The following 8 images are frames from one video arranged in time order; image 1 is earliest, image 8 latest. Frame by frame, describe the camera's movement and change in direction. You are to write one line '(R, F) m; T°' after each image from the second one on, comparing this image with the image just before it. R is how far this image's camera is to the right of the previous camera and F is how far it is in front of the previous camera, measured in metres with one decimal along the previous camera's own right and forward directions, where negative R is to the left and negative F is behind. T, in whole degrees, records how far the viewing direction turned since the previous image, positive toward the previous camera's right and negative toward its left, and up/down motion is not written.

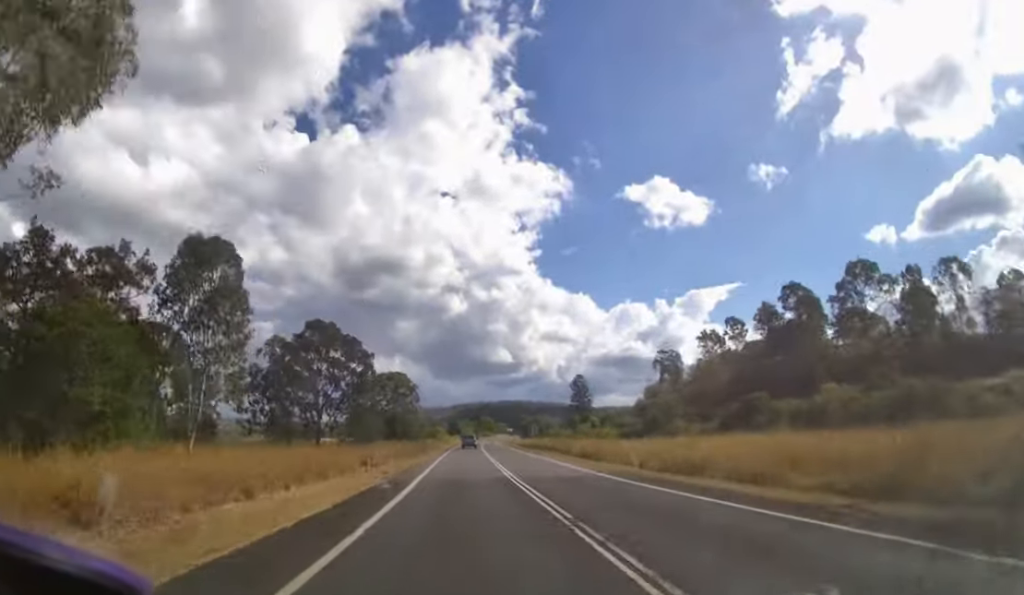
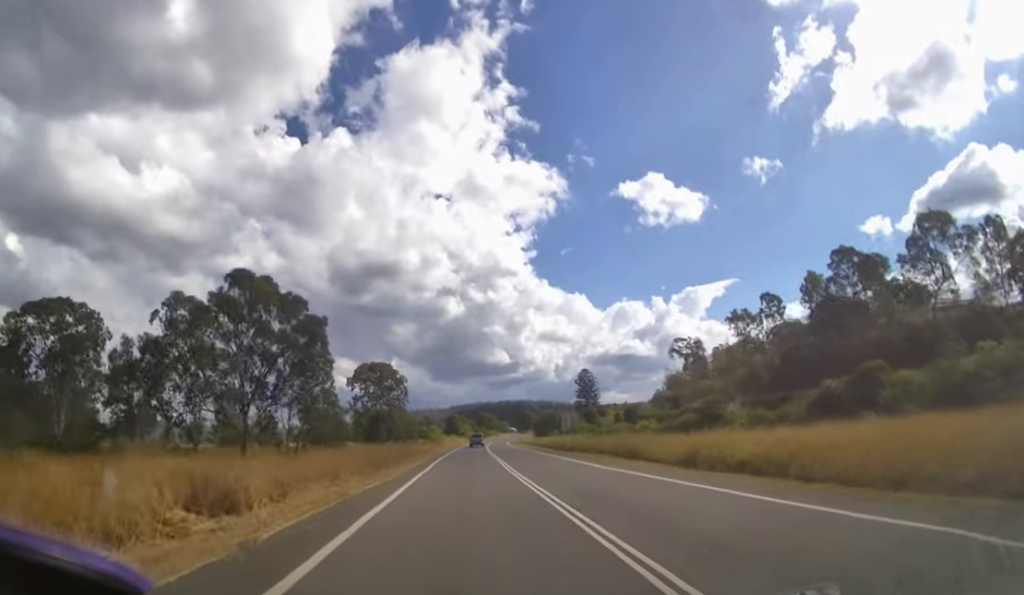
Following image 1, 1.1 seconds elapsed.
(0.0, +23.4) m; 0°
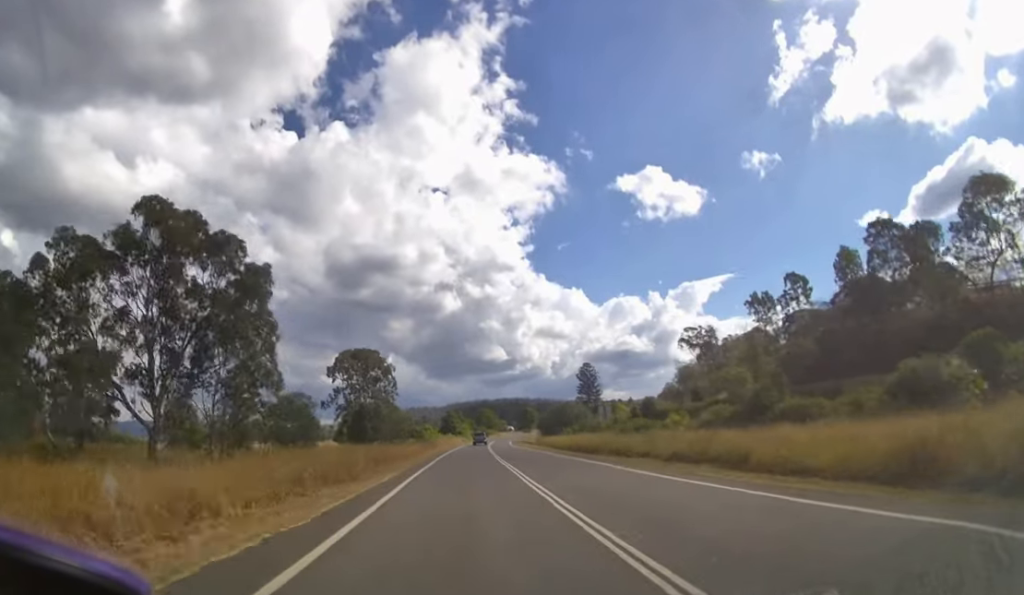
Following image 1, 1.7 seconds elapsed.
(0.0, +14.6) m; 0°
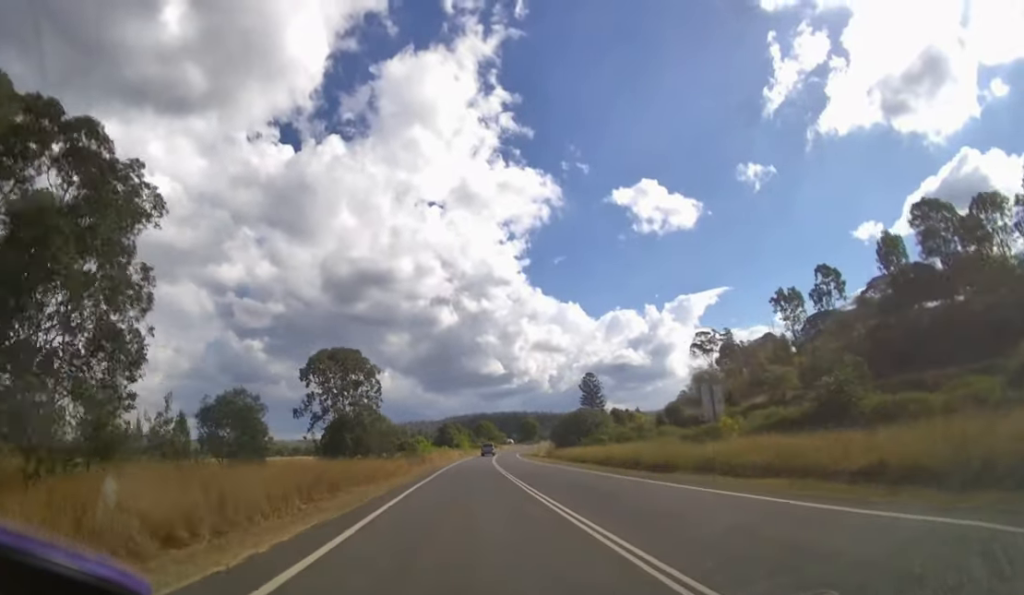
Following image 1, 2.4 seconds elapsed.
(+0.1, +16.9) m; 0°
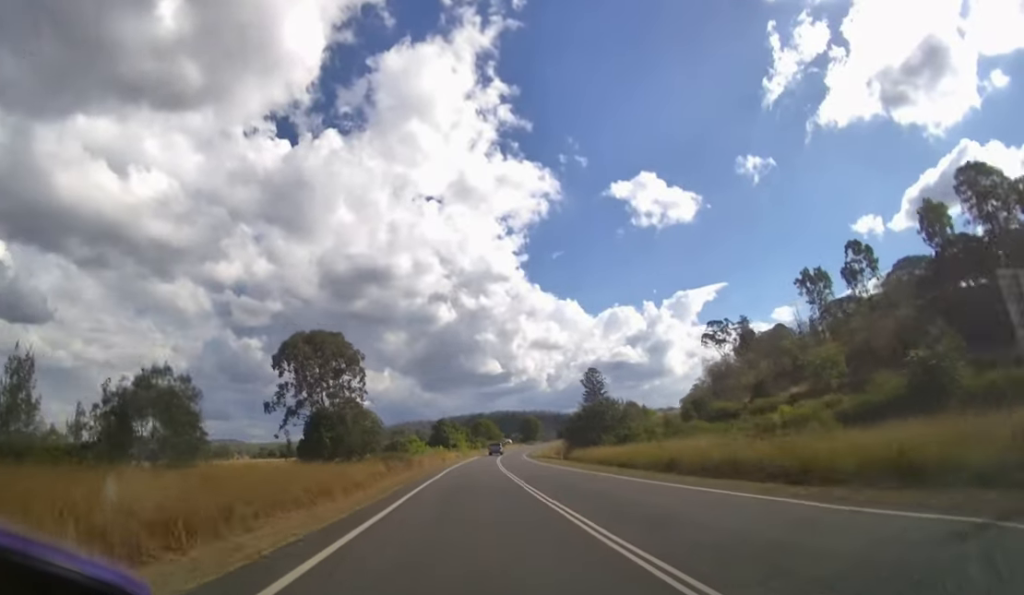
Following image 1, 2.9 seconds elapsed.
(0.0, +13.6) m; 0°
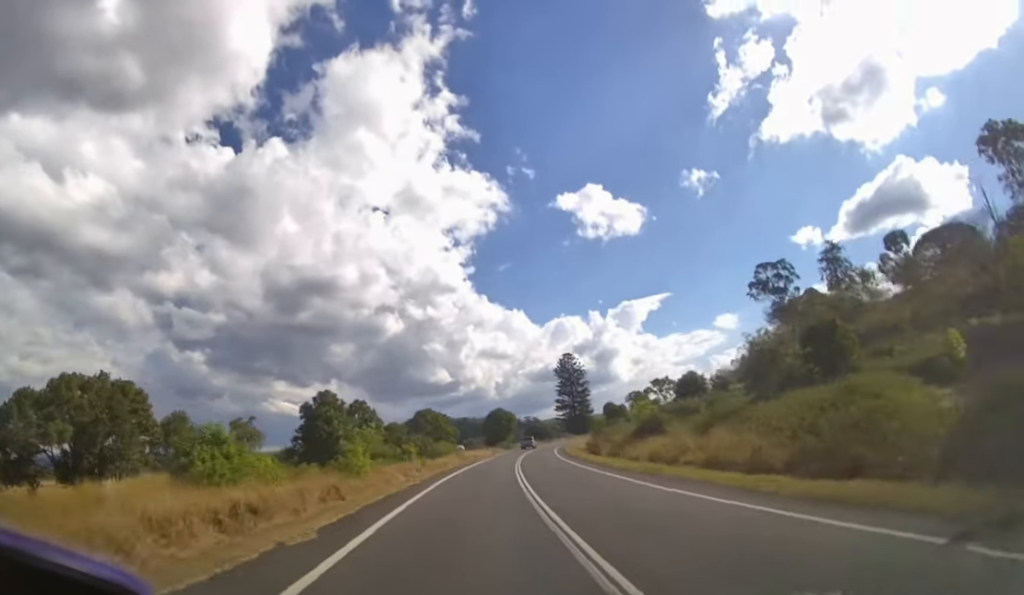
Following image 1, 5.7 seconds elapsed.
(+2.8, +67.4) m; +6°
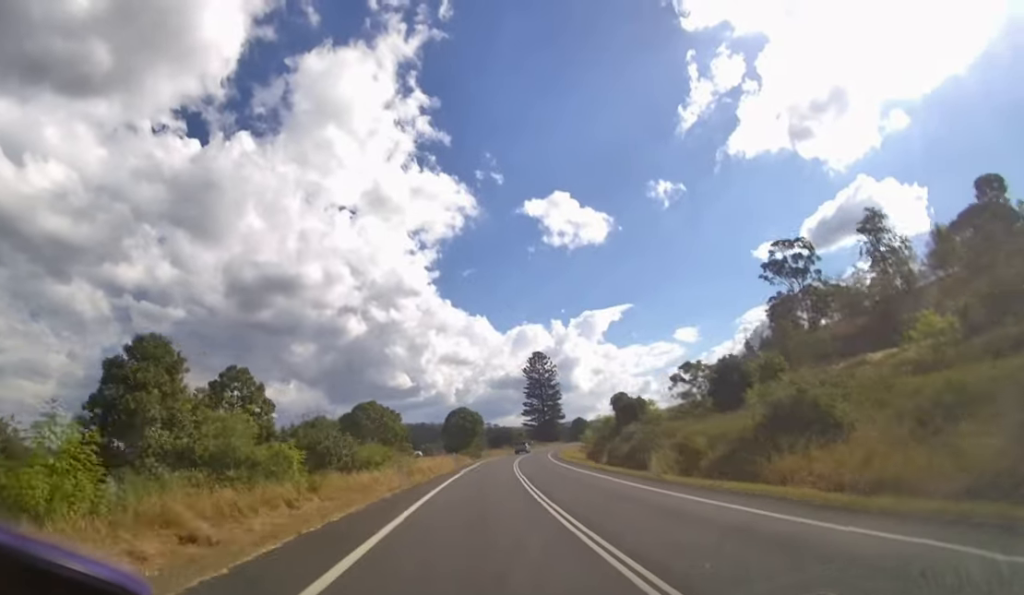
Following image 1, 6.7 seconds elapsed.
(+0.6, +21.2) m; +3°
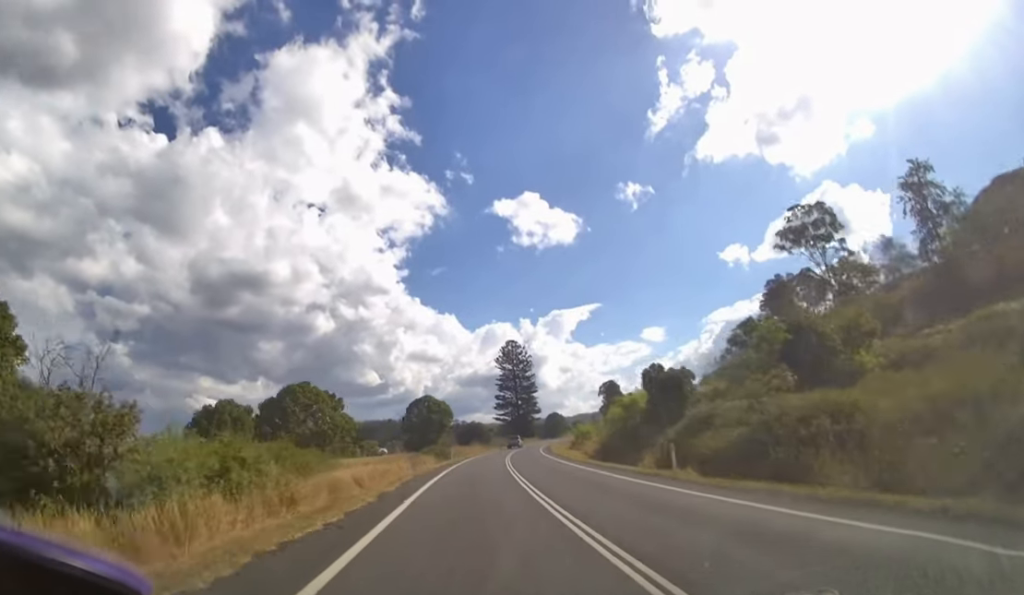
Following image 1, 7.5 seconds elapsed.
(+0.5, +15.5) m; +3°
